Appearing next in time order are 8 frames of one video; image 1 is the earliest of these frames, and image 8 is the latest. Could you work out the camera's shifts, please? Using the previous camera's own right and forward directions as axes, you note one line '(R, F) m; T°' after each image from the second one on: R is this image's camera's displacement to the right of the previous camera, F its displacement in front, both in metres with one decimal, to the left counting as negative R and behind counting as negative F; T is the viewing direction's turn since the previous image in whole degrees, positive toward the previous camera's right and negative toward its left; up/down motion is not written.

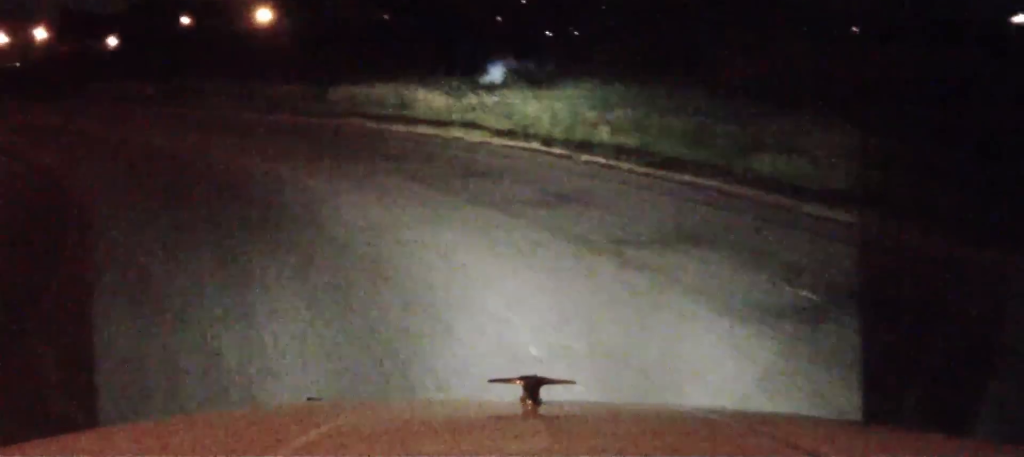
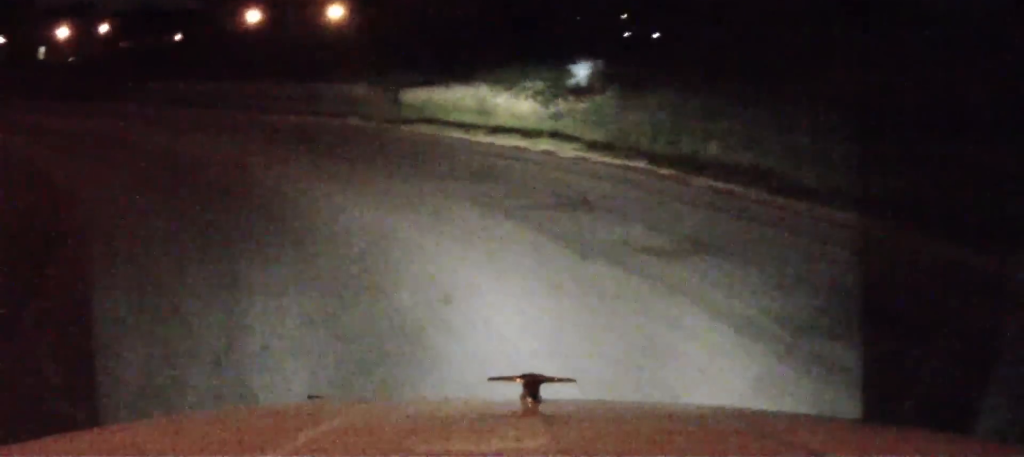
(-0.2, +3.4) m; -6°
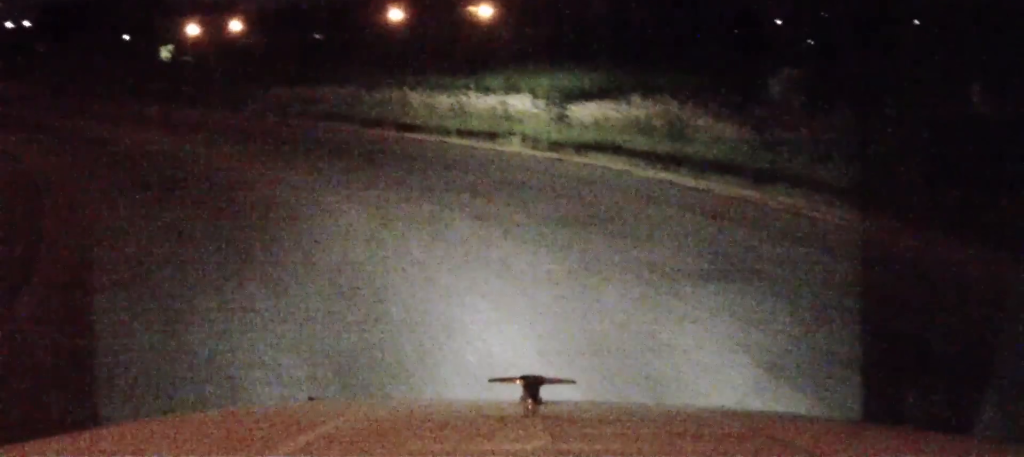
(-0.8, +6.8) m; -11°
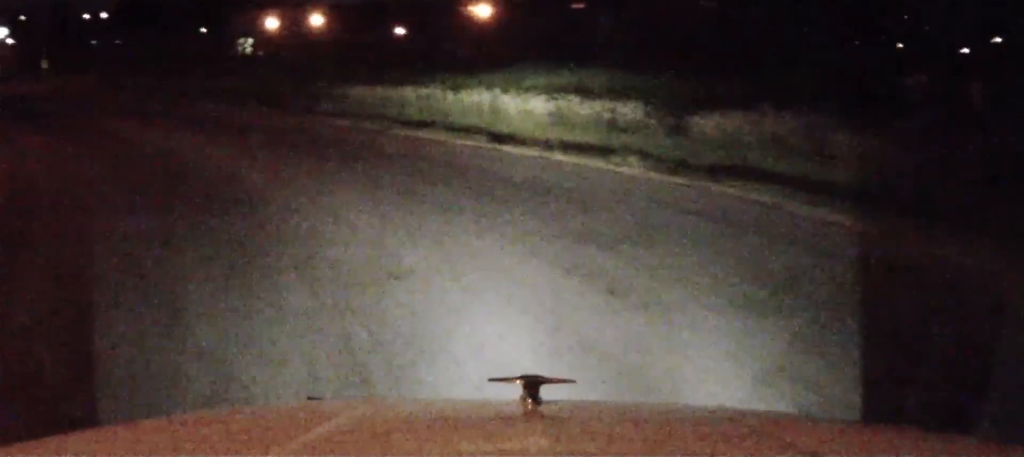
(-0.3, +4.1) m; -4°
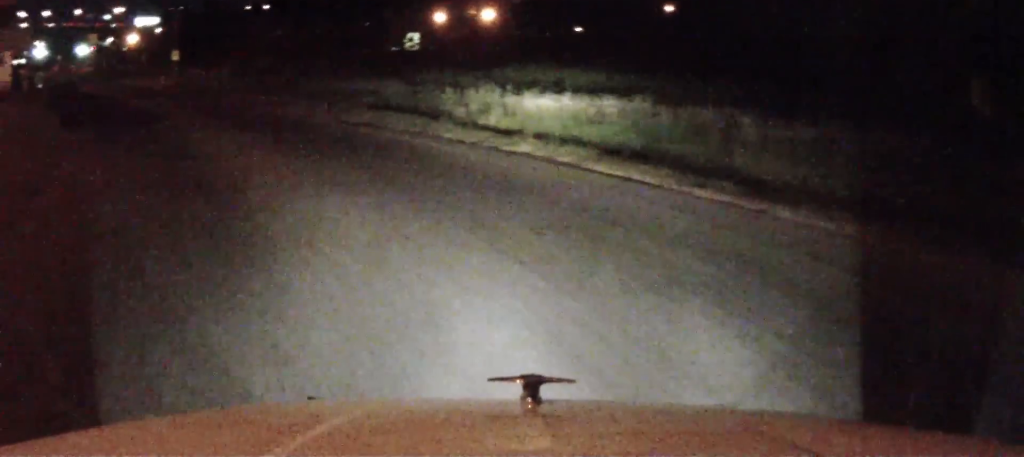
(-0.5, +8.2) m; -11°
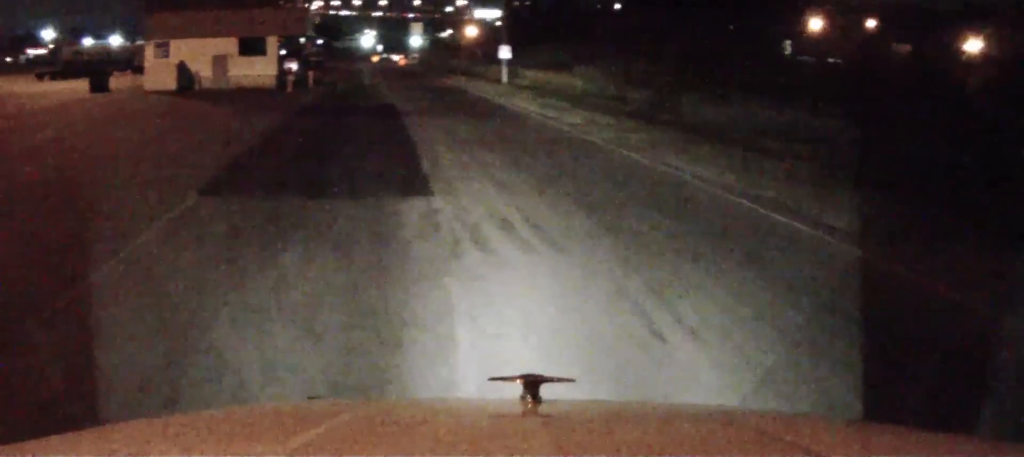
(-4.7, +15.7) m; -31°
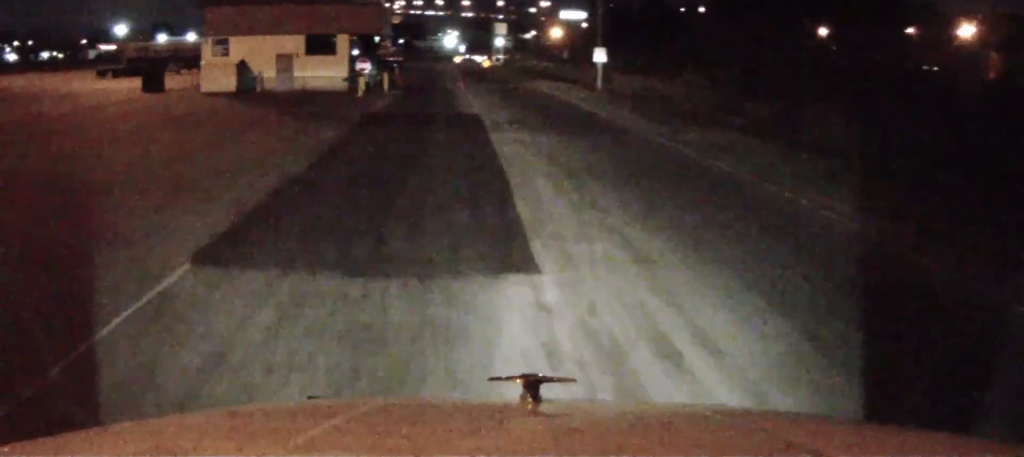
(-0.5, +4.9) m; -6°
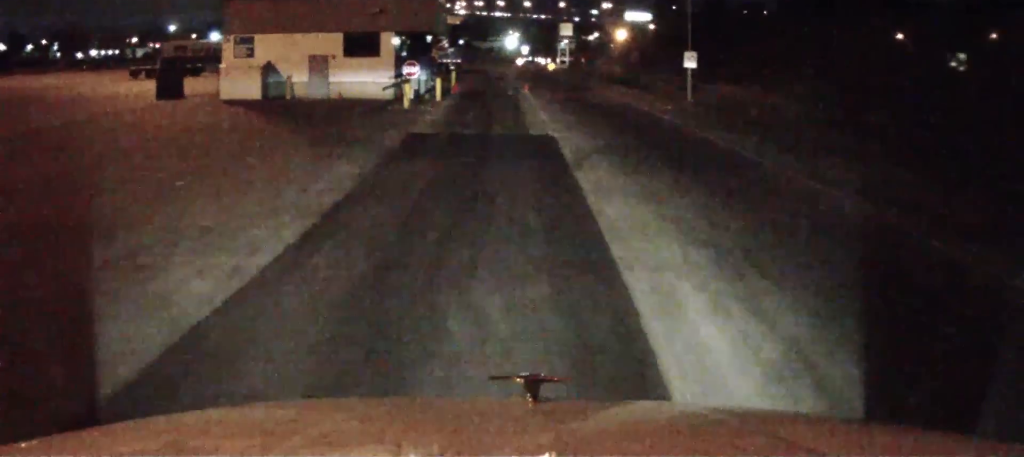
(0.0, +7.4) m; 0°
